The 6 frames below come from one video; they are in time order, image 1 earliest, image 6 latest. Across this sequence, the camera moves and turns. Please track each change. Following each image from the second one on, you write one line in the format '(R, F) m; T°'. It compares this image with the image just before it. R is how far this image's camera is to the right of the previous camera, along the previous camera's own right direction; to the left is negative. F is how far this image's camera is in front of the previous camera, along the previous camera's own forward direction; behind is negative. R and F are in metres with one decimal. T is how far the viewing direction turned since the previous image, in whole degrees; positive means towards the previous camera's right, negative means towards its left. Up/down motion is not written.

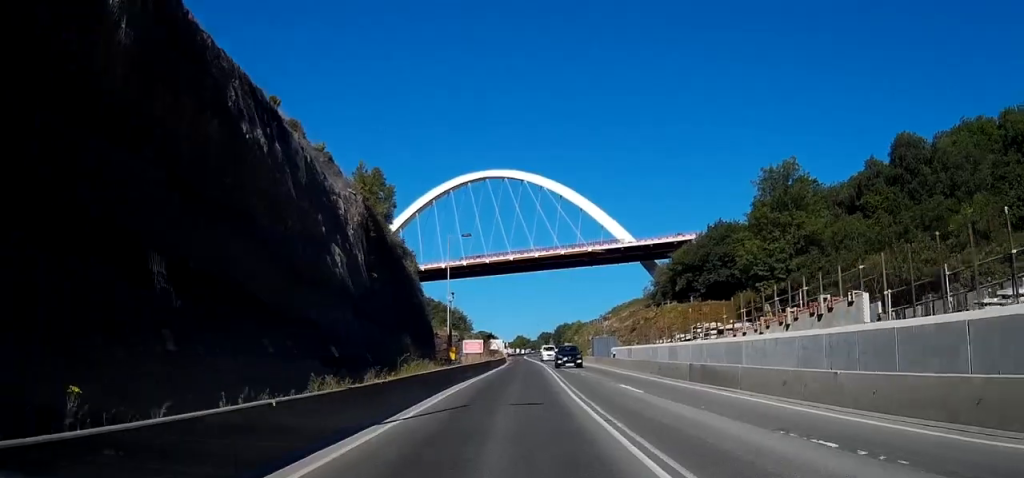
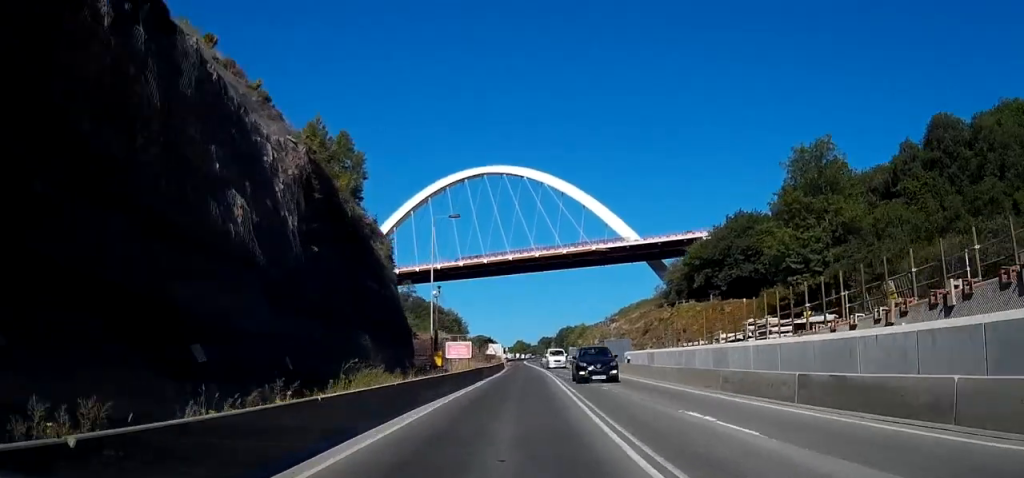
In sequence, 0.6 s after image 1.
(+0.1, +9.7) m; 0°
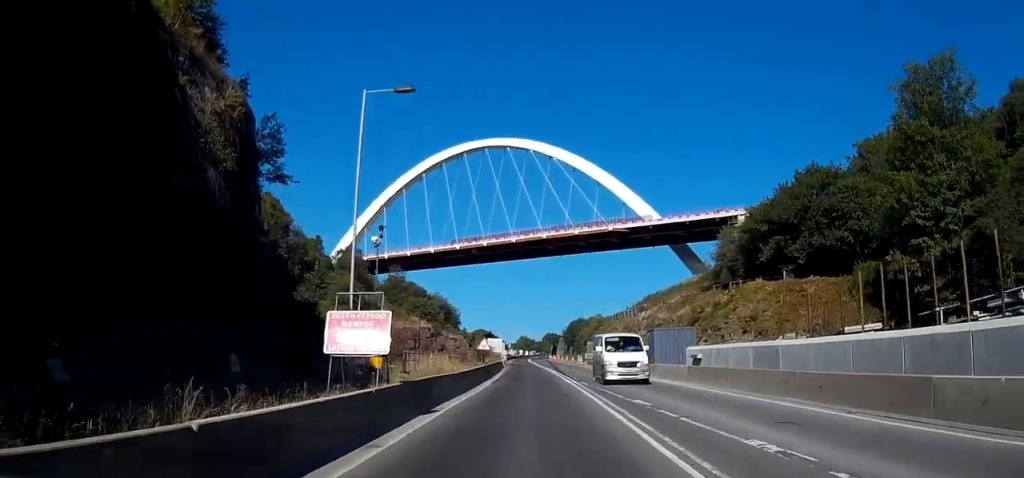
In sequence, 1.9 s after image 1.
(0.0, +22.4) m; 0°
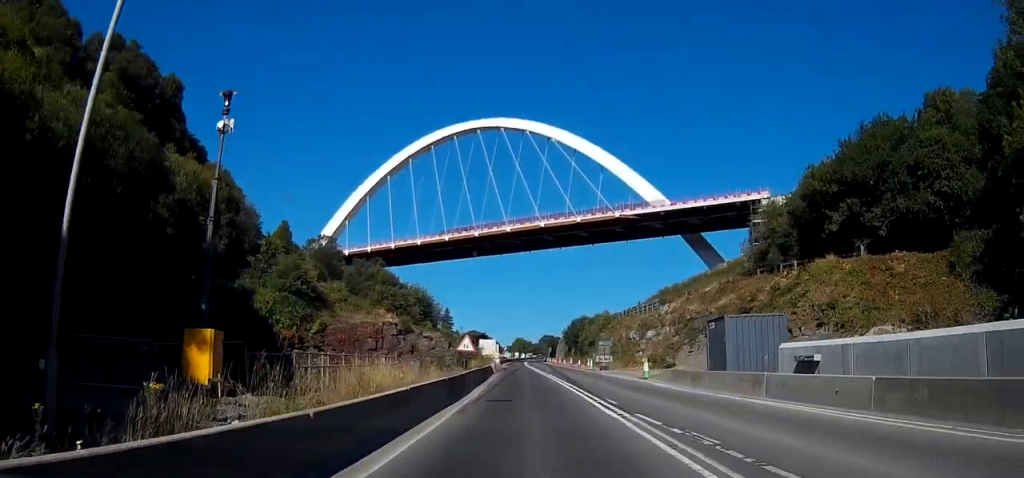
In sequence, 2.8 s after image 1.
(0.0, +15.6) m; 0°
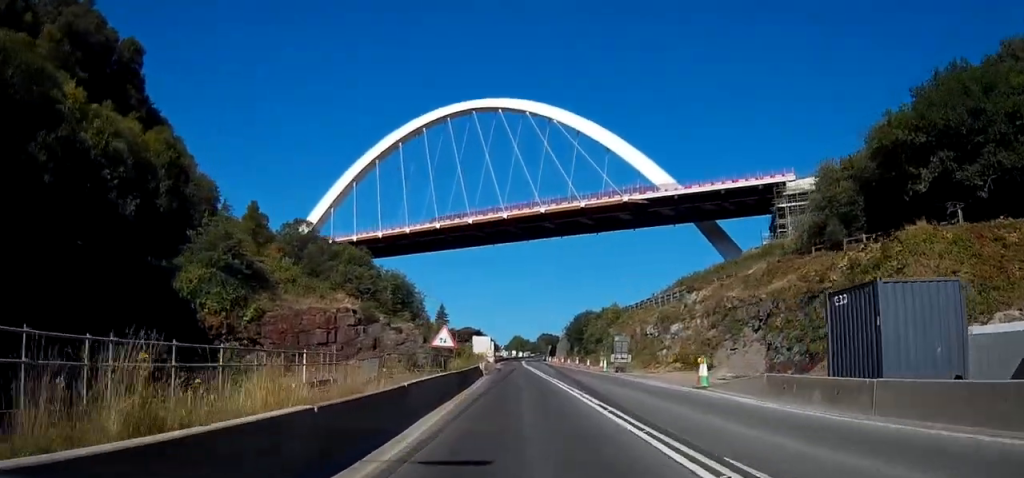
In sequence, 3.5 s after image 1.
(-0.1, +12.2) m; 0°
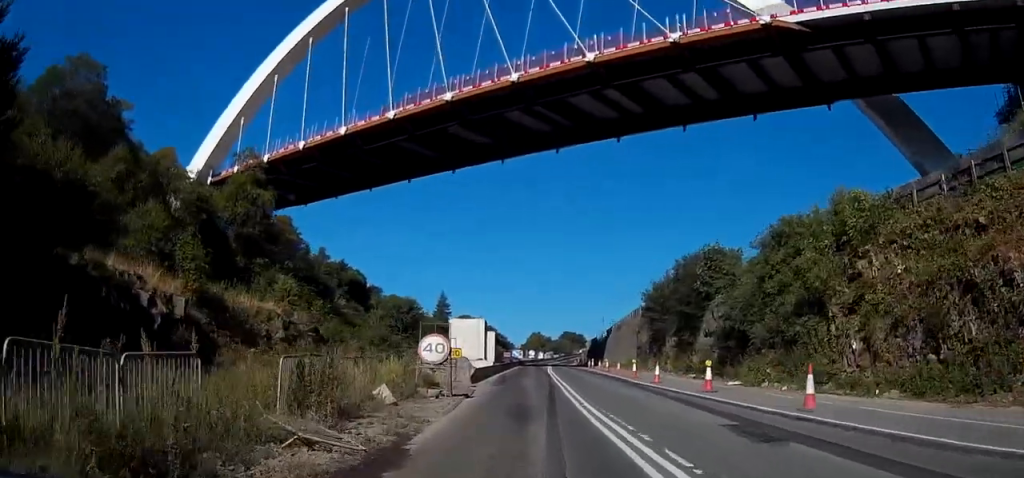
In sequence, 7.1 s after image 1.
(+0.5, +62.7) m; 0°
